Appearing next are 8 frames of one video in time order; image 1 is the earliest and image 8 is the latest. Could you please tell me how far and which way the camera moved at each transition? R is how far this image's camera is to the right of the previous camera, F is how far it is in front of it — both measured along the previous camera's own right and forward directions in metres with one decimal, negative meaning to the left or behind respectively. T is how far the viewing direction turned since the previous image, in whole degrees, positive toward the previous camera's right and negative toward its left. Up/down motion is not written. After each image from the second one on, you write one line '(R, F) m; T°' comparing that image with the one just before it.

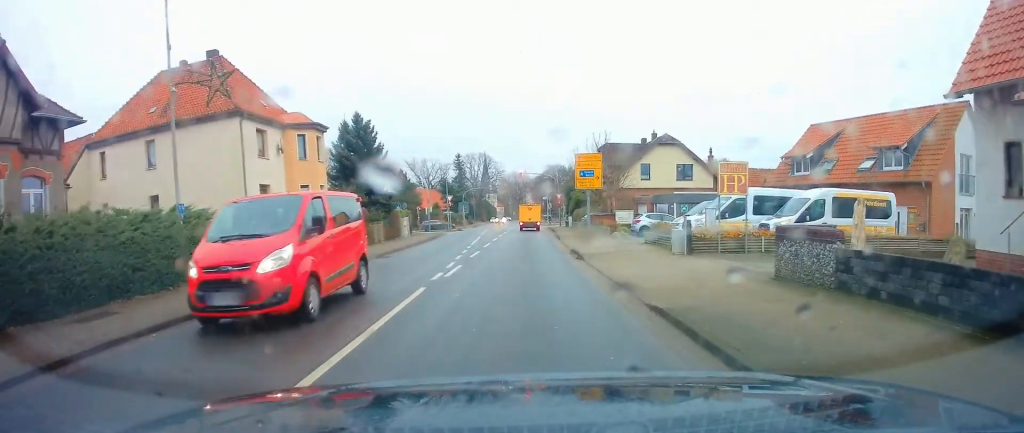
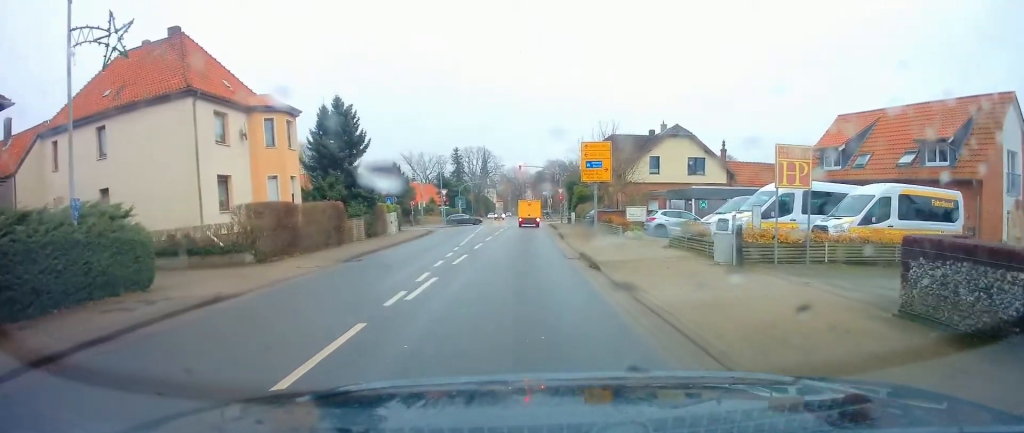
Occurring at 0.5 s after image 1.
(-0.1, +4.2) m; -1°
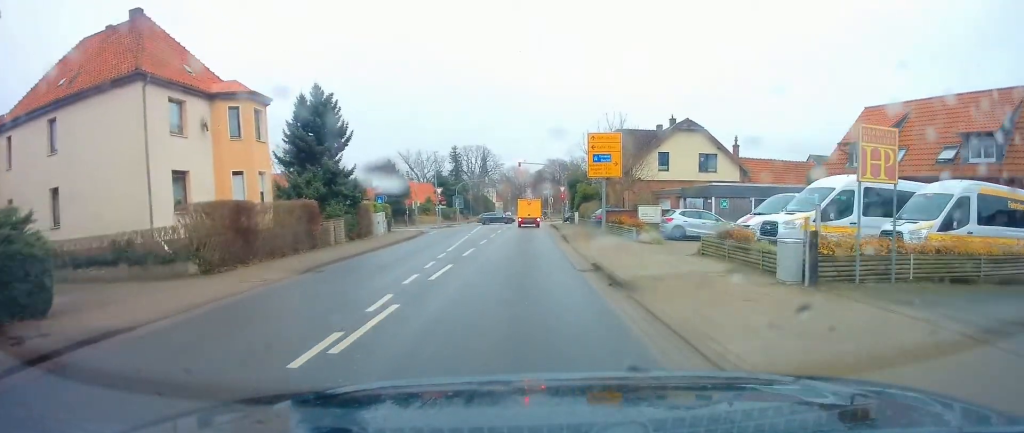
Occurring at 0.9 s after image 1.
(0.0, +3.5) m; +2°
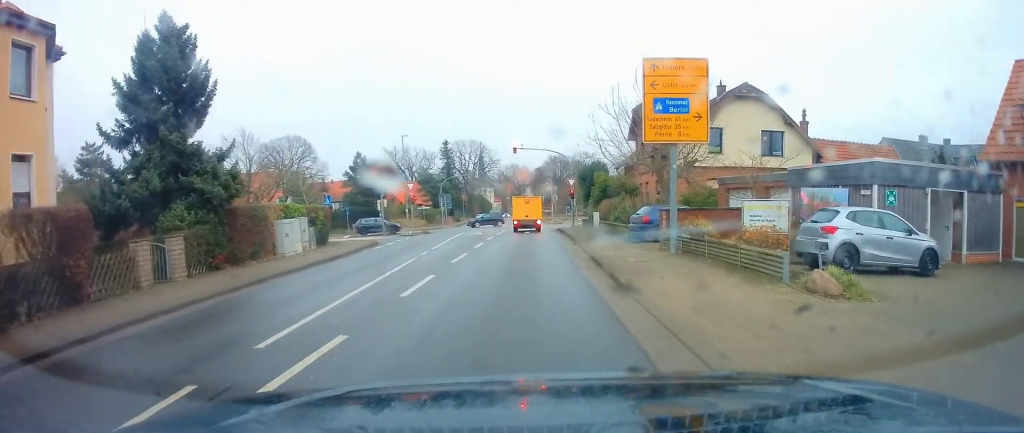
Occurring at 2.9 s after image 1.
(+0.9, +14.4) m; +4°
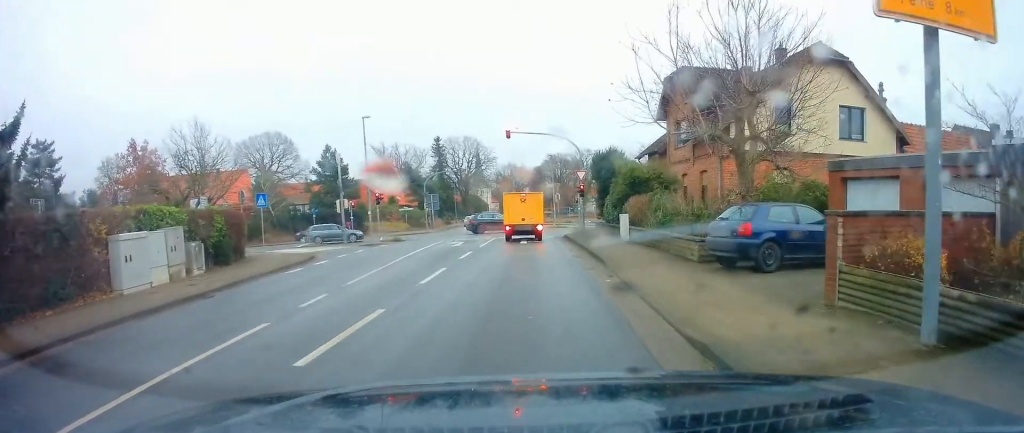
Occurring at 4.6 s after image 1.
(-0.3, +10.4) m; -5°
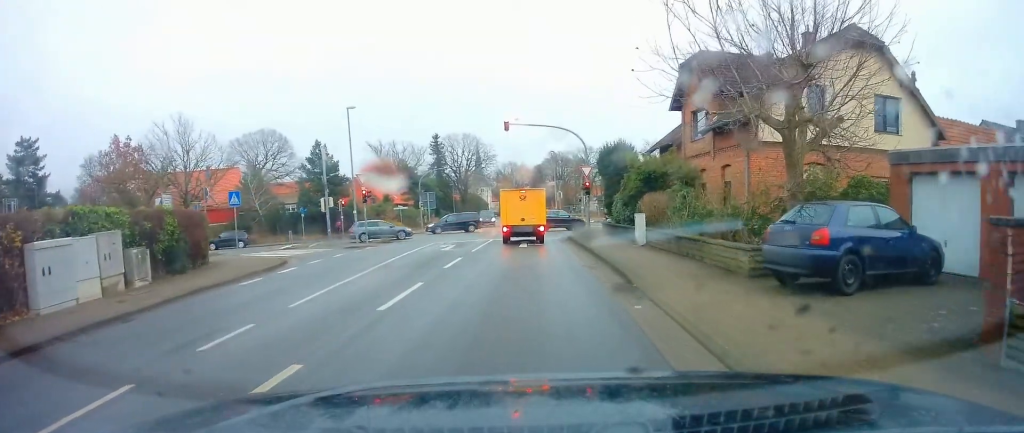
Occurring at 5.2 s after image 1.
(-0.2, +3.0) m; -2°
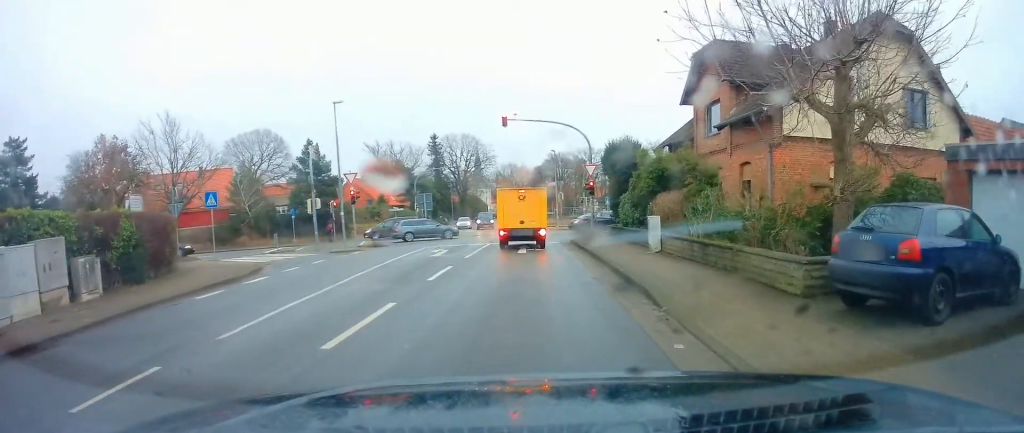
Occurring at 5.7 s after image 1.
(0.0, +2.2) m; 0°
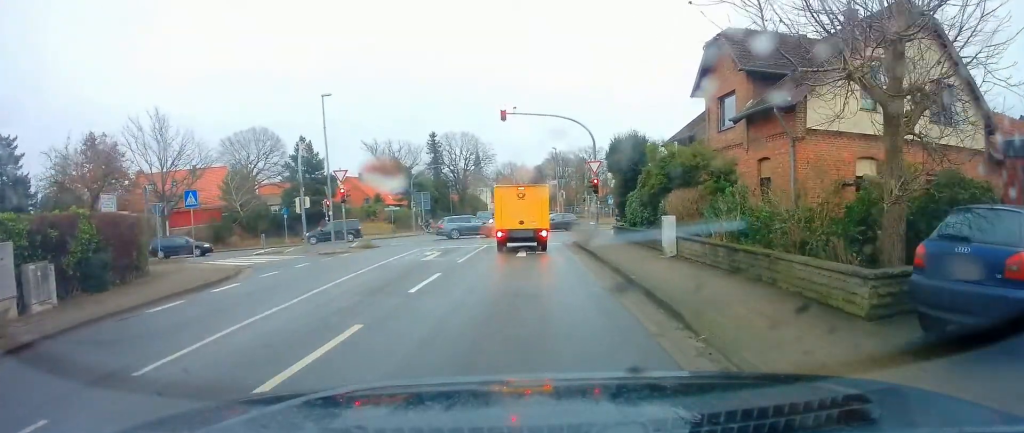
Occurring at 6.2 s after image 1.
(+0.1, +1.7) m; +1°
